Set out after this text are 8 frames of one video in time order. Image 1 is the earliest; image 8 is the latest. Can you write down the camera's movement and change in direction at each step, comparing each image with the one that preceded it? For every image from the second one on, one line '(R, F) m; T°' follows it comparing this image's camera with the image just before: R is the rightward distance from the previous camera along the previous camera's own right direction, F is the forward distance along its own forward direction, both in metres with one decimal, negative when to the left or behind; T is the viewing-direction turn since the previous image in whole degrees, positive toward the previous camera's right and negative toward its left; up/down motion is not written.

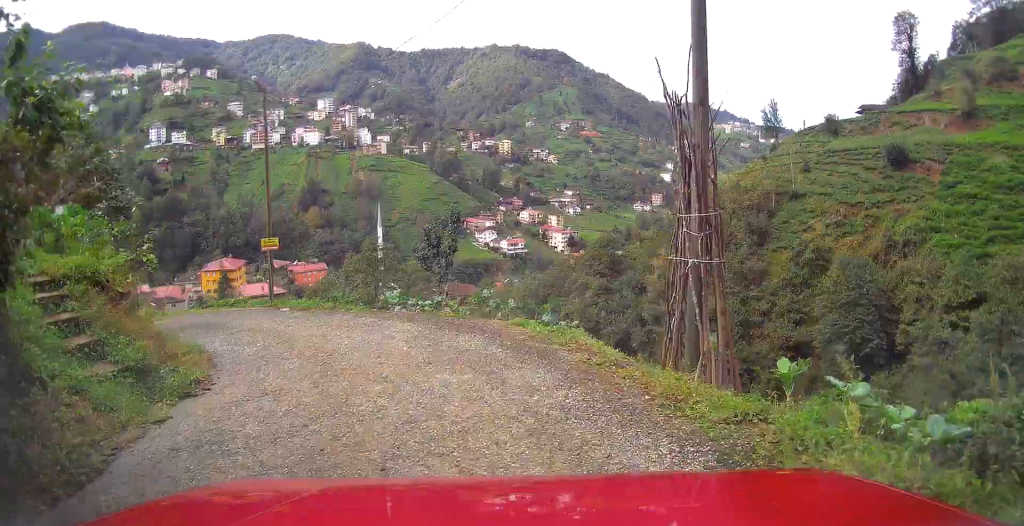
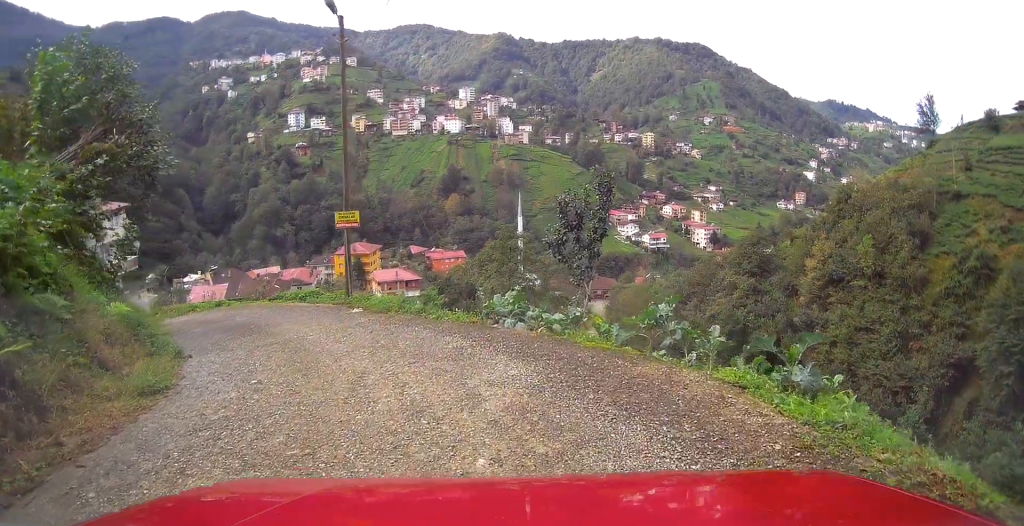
(-1.0, +5.4) m; -11°
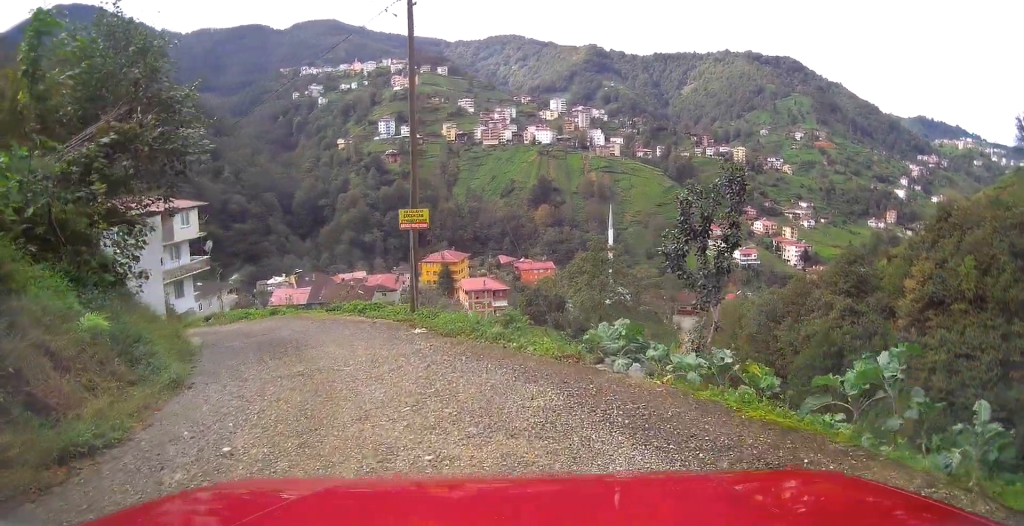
(+0.1, +2.8) m; -2°
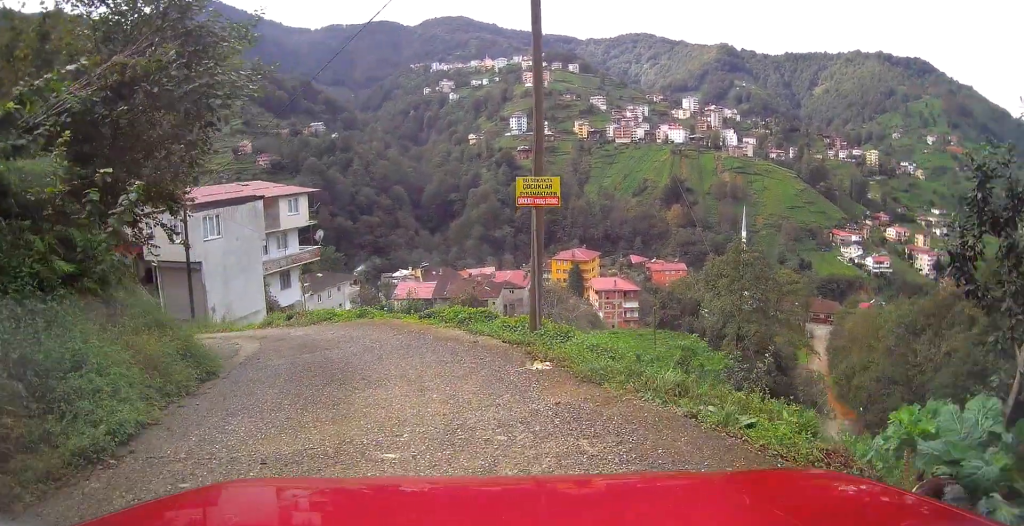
(-0.3, +4.3) m; -10°
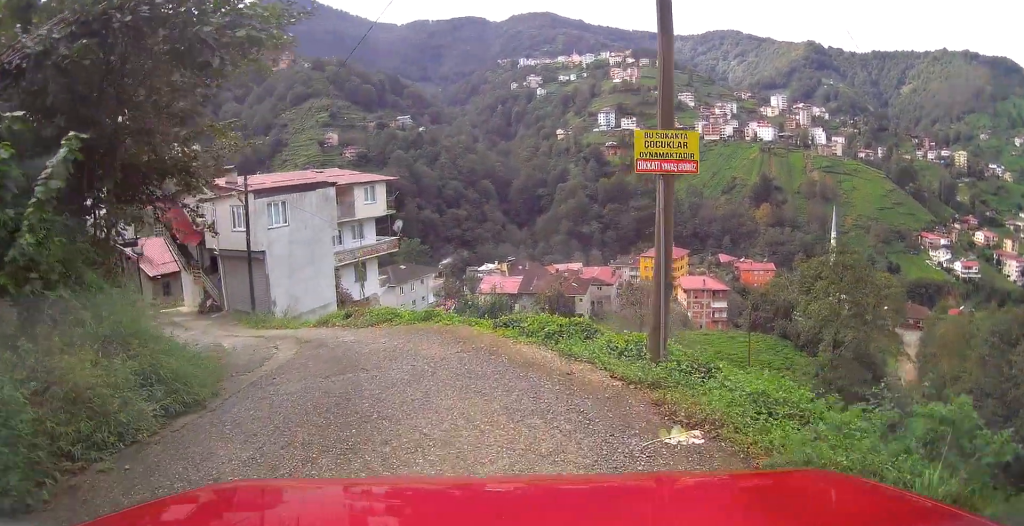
(-0.3, +2.9) m; -8°
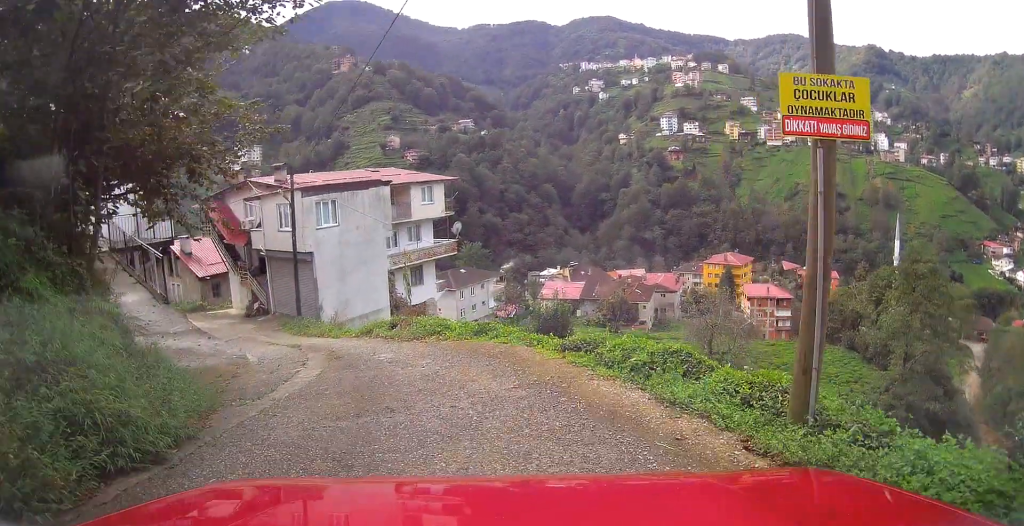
(0.0, +2.0) m; -6°
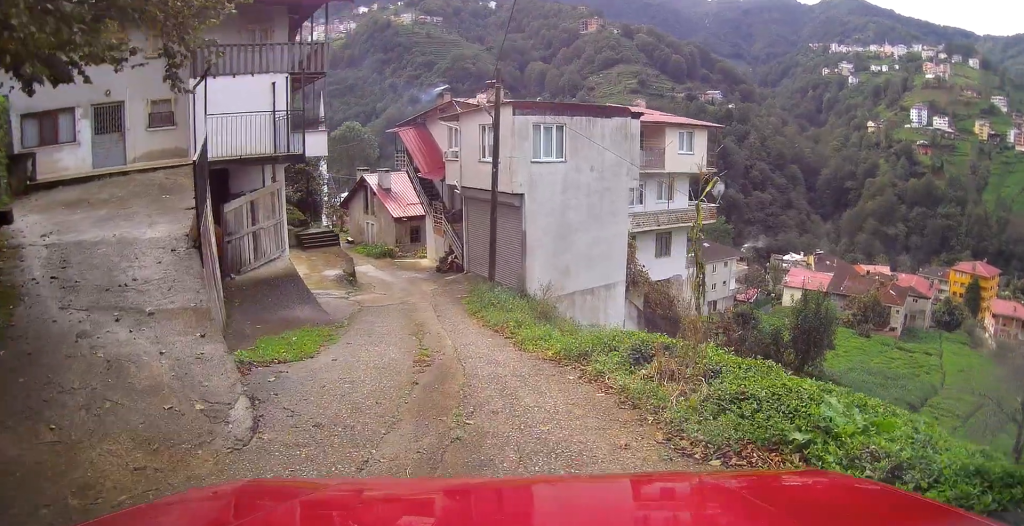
(-2.1, +8.5) m; -25°
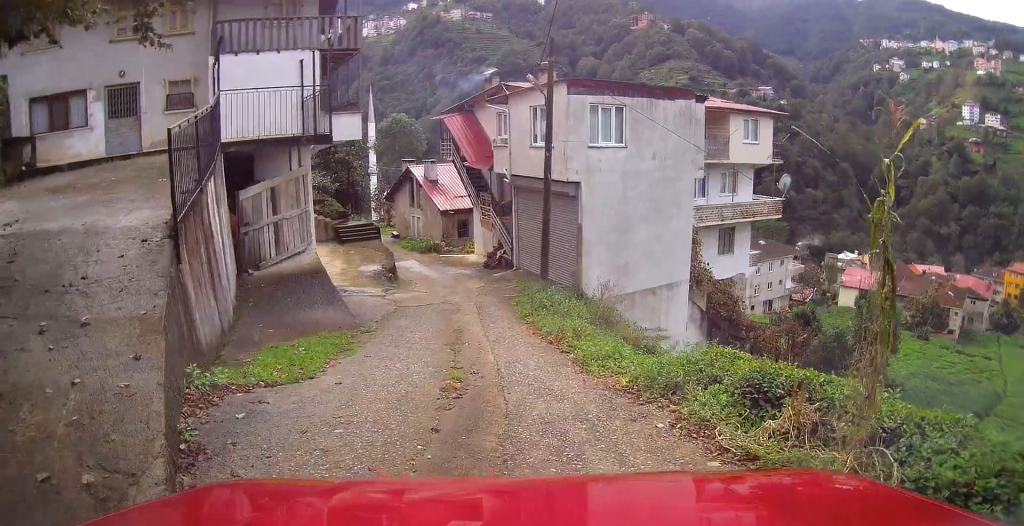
(-0.1, +2.0) m; -4°
